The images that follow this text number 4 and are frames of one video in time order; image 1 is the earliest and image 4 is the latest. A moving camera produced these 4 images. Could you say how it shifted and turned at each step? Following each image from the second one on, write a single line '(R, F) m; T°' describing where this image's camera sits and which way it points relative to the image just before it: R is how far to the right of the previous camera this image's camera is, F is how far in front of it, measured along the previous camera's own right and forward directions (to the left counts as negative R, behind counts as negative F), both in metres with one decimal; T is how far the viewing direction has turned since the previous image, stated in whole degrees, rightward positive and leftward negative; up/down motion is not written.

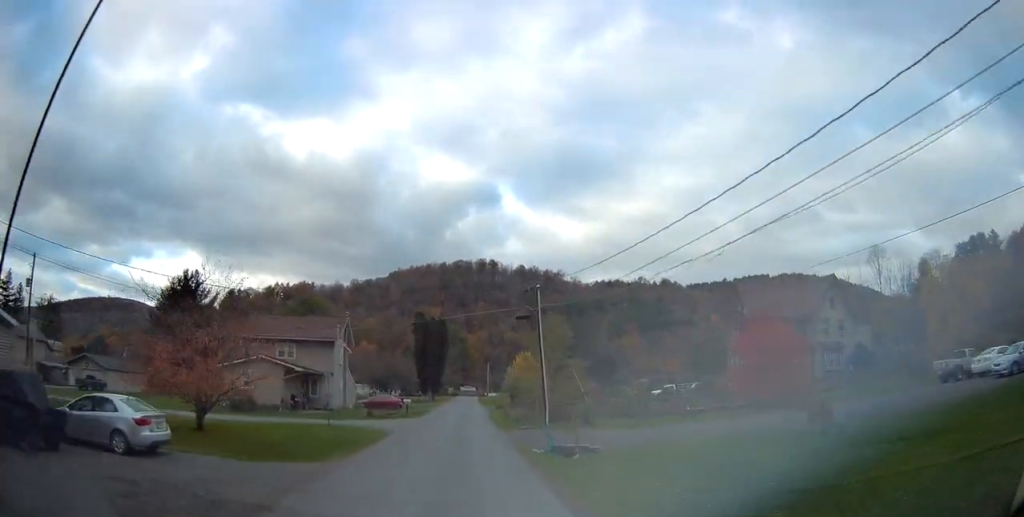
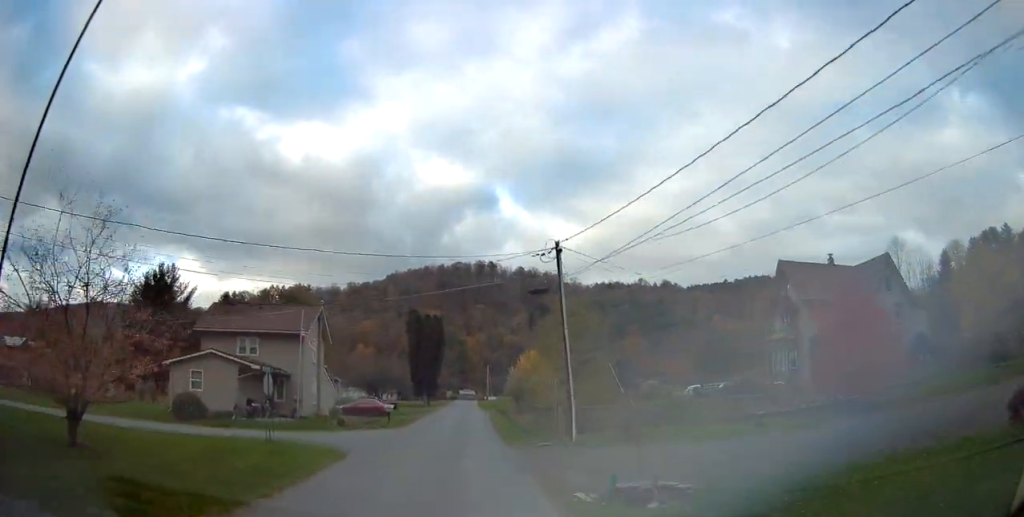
(-0.1, +8.3) m; +1°
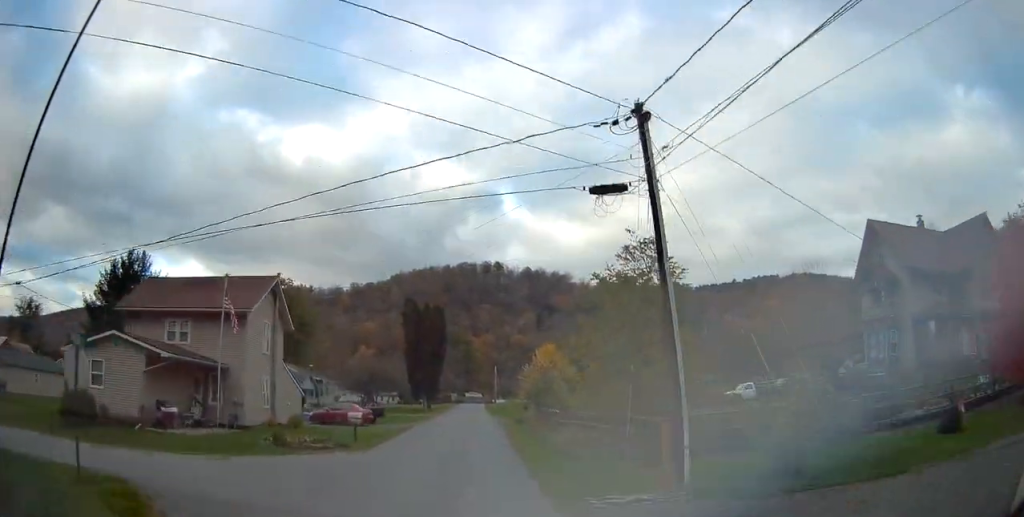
(+0.3, +11.1) m; 0°
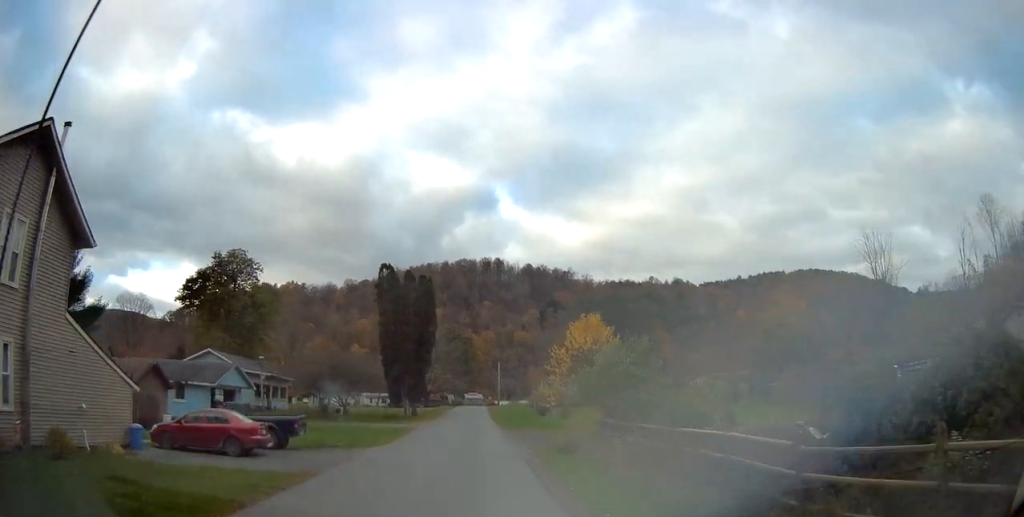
(-1.0, +19.8) m; -3°
